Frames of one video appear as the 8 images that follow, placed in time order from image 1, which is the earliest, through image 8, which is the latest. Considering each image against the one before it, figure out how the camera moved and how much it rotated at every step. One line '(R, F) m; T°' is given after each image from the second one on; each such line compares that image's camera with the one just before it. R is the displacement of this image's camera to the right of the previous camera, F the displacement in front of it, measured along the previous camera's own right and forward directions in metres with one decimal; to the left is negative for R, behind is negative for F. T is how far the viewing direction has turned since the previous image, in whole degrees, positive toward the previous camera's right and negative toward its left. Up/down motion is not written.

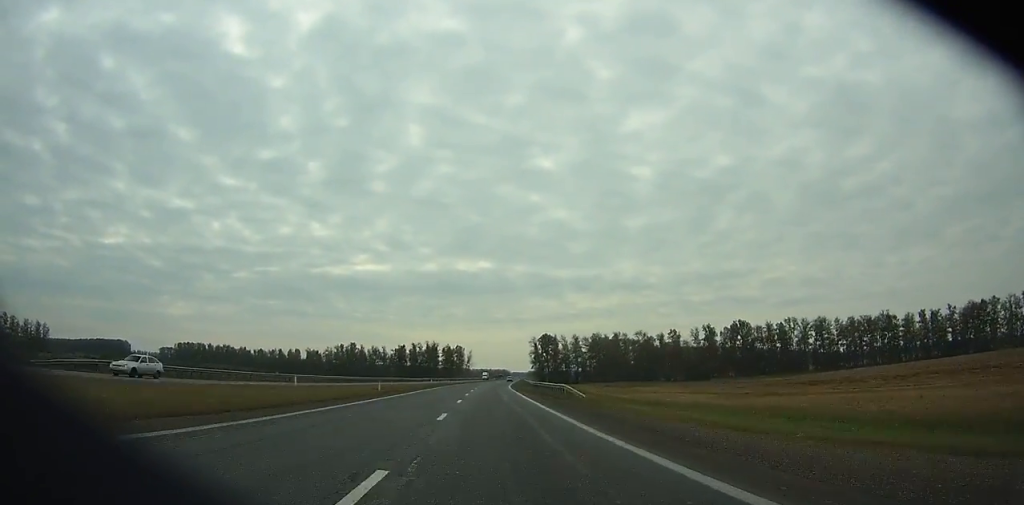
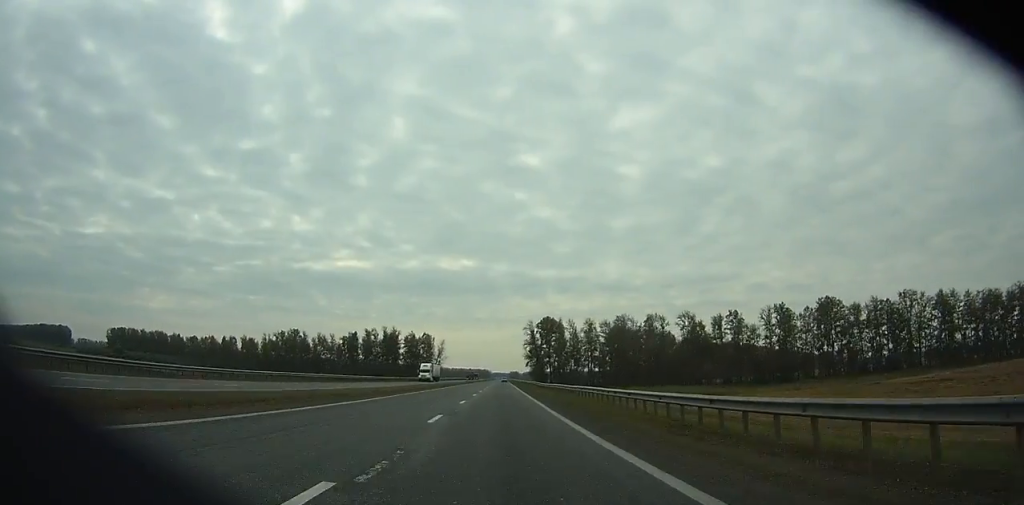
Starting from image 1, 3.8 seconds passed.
(-0.2, +97.7) m; +1°
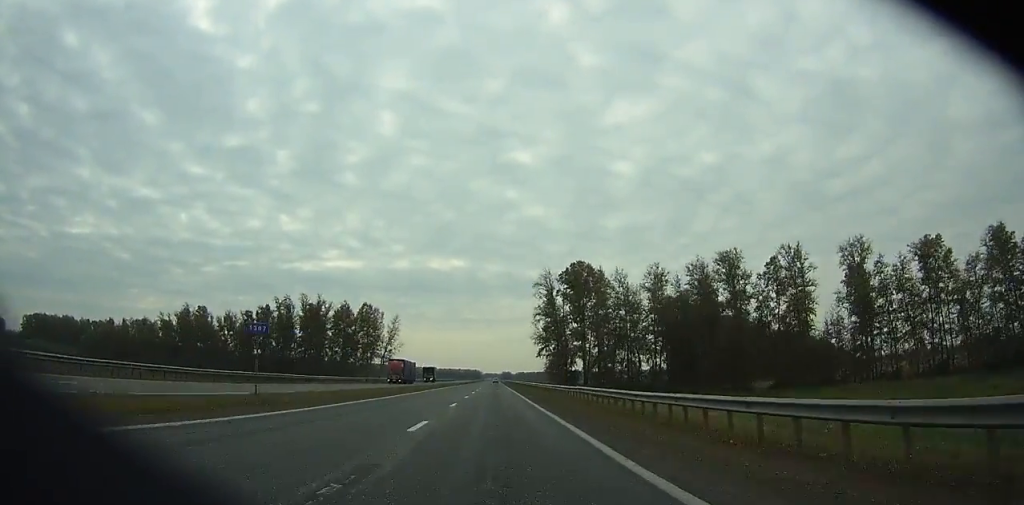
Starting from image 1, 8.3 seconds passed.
(+2.2, +112.4) m; +1°
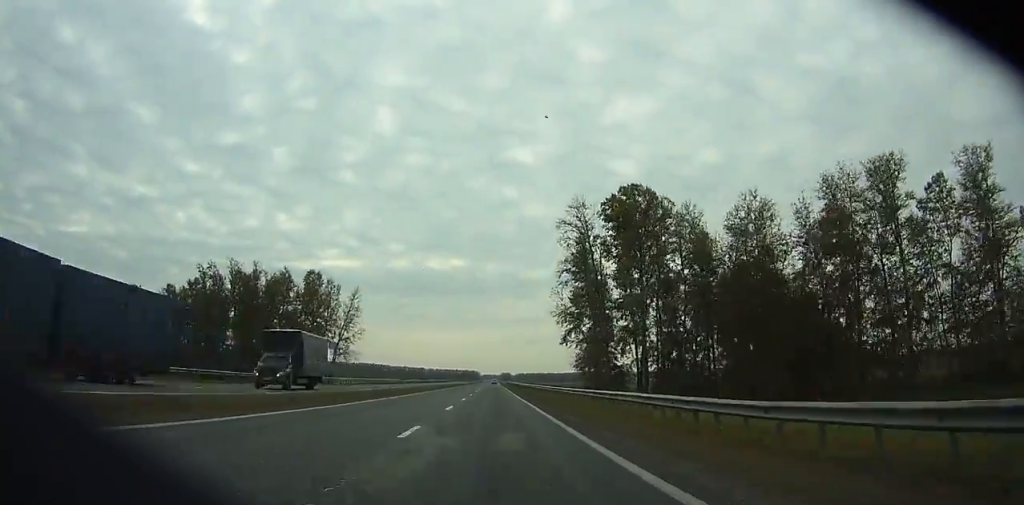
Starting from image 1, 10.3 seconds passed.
(+0.2, +49.5) m; 0°
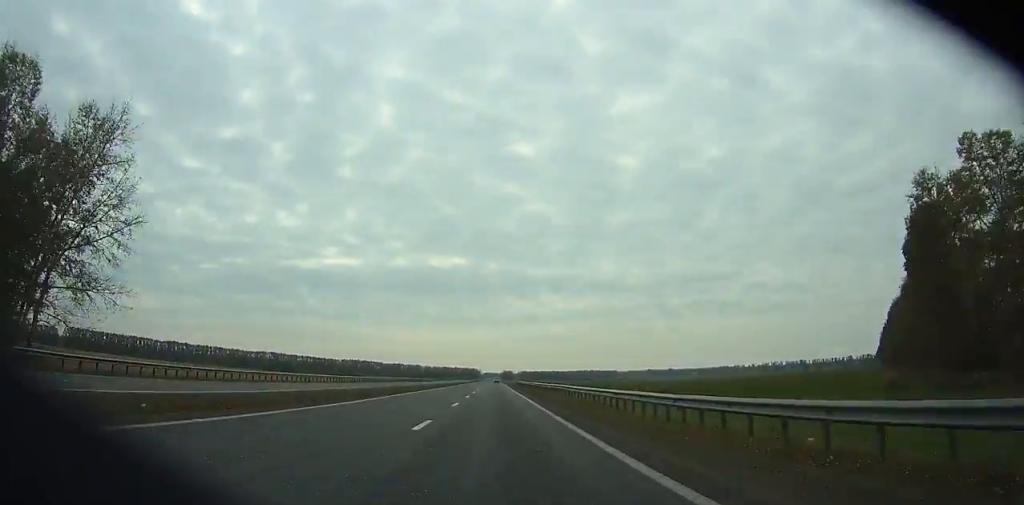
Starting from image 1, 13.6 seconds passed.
(+0.1, +81.9) m; 0°
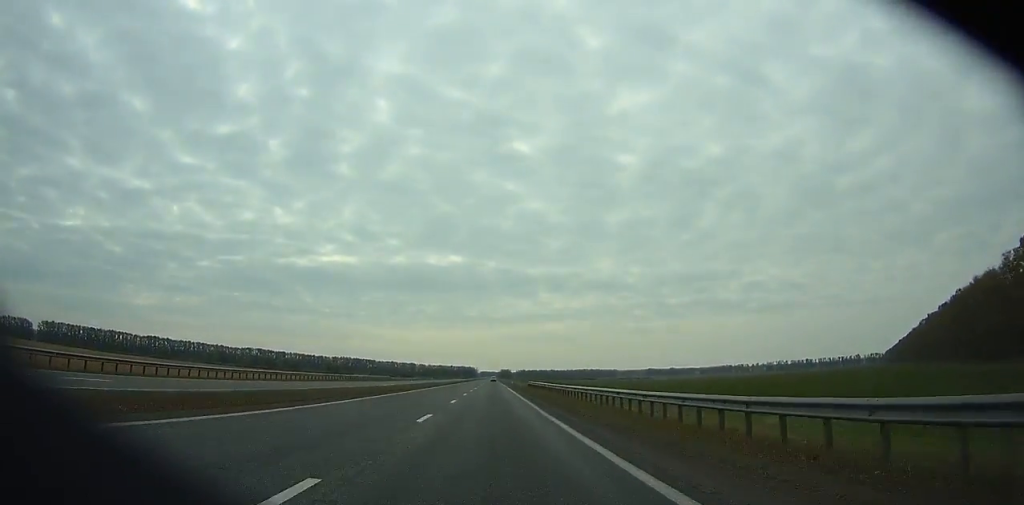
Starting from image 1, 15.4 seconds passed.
(0.0, +45.0) m; 0°
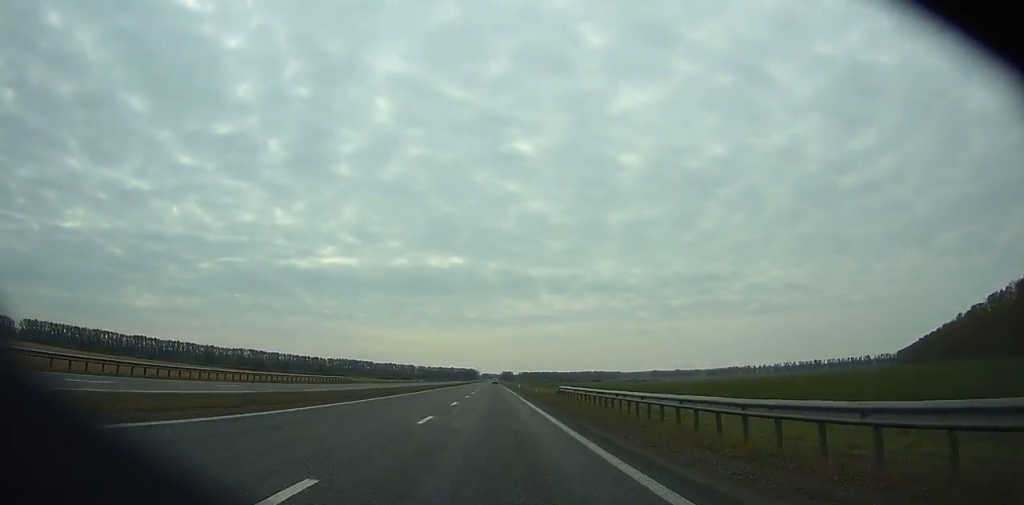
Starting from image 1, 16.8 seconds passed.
(0.0, +35.5) m; 0°
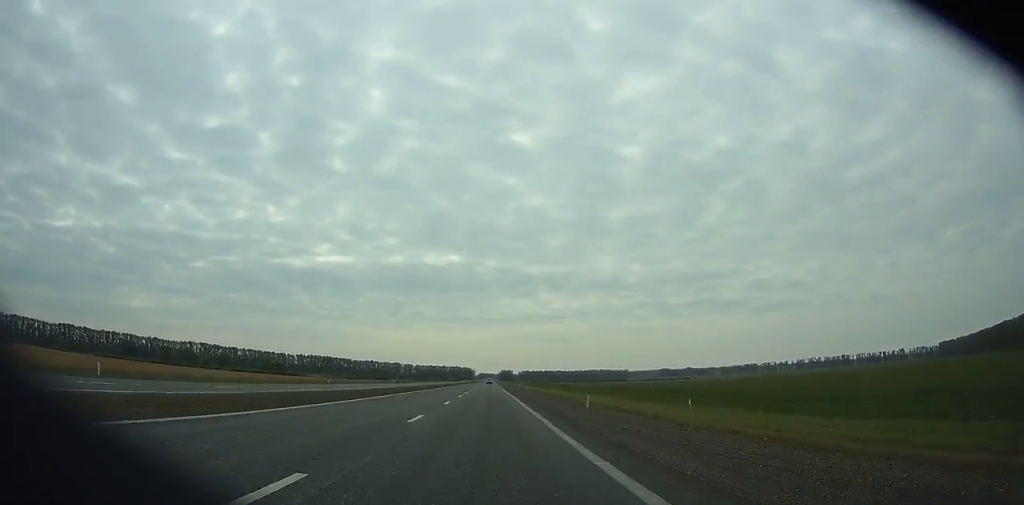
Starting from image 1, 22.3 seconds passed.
(+0.1, +141.7) m; 0°
